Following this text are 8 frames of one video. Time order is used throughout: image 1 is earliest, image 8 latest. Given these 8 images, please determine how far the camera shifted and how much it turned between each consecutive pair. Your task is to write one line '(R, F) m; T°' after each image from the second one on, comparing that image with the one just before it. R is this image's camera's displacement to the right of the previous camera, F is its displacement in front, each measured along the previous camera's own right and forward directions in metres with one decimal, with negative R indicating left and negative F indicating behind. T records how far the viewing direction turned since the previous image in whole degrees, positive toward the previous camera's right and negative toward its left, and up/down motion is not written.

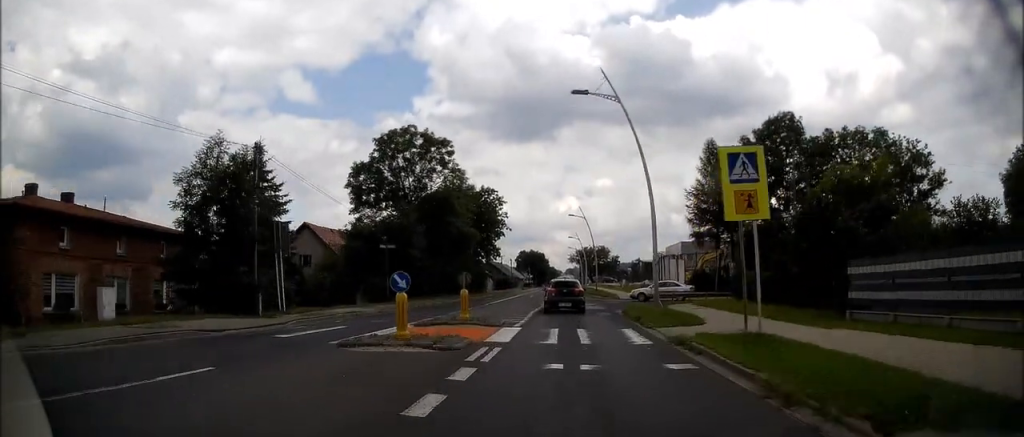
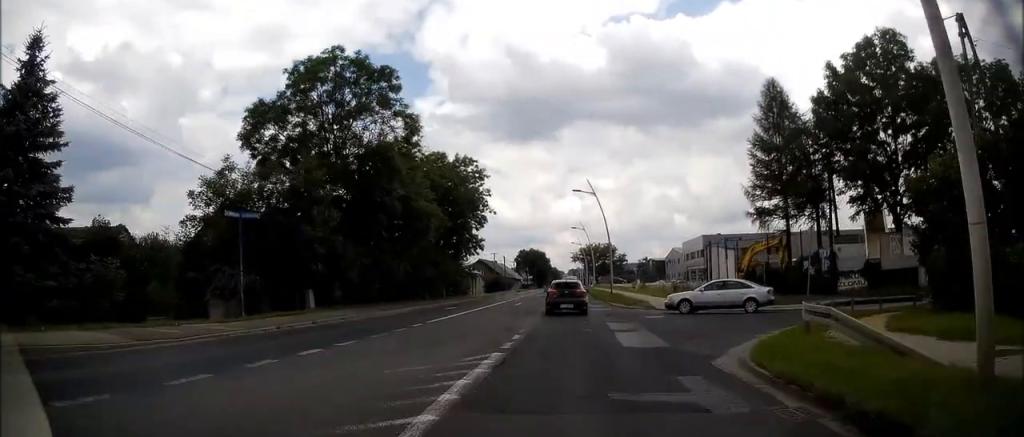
(-0.1, +18.6) m; -1°
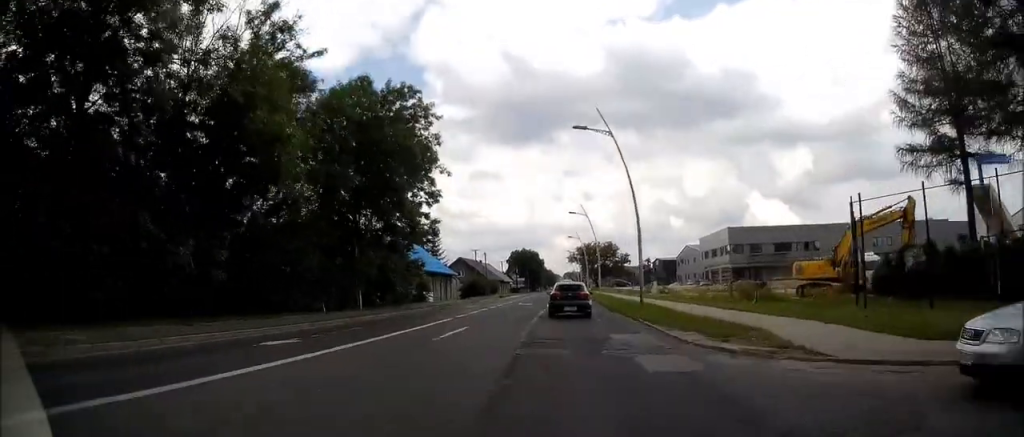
(-0.1, +20.8) m; 0°
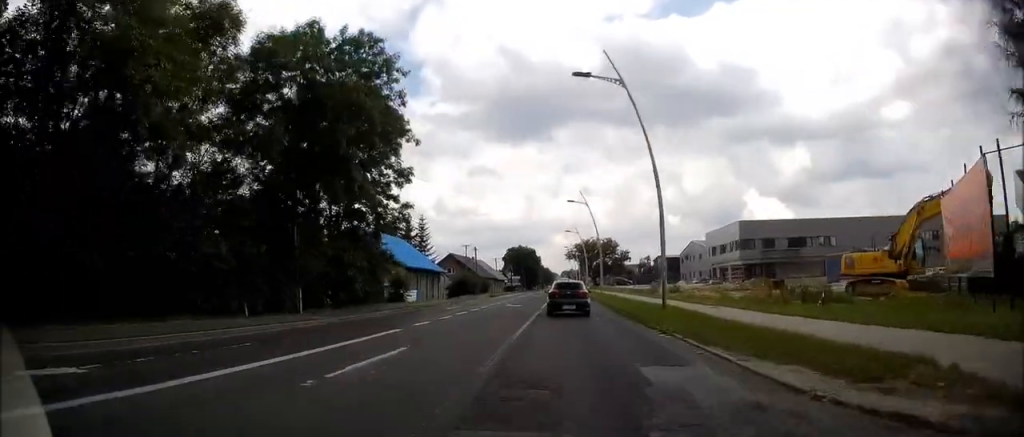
(0.0, +7.1) m; 0°
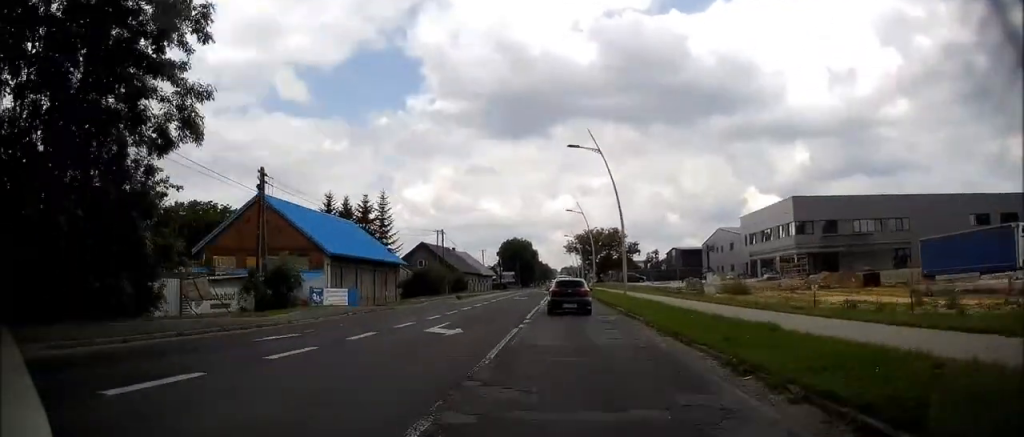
(+0.1, +21.0) m; -1°
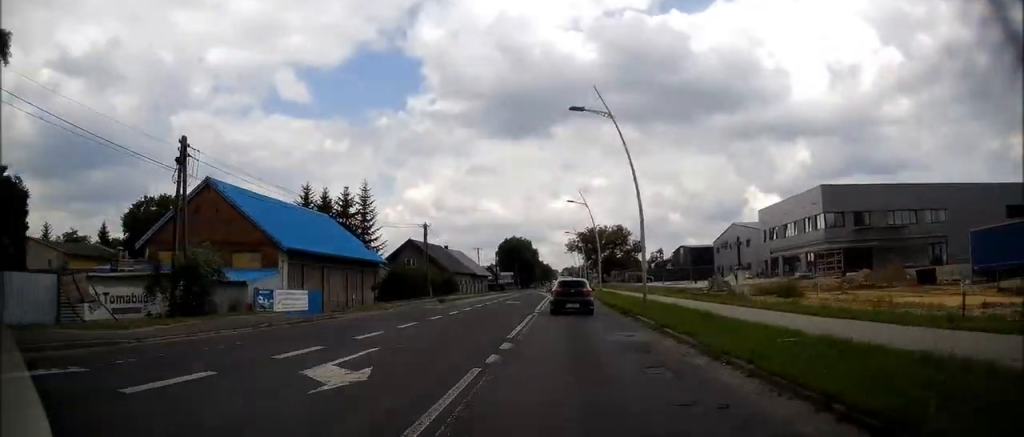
(0.0, +7.5) m; 0°
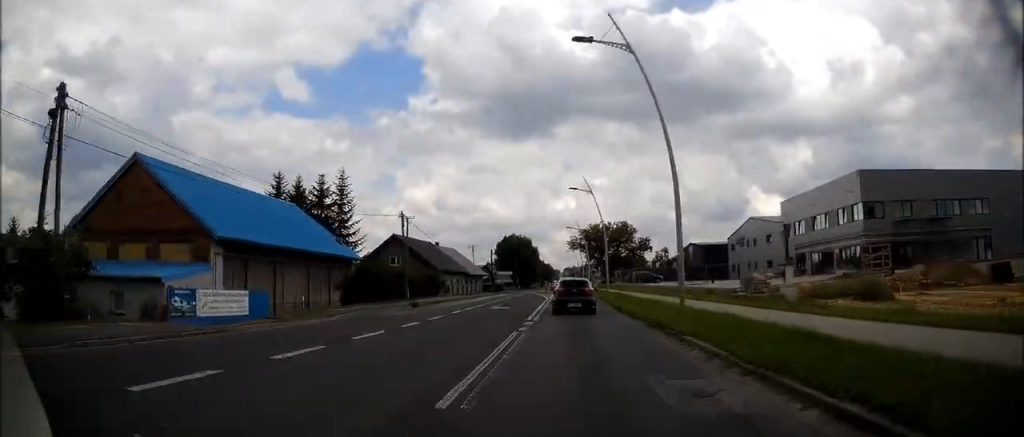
(0.0, +7.9) m; 0°
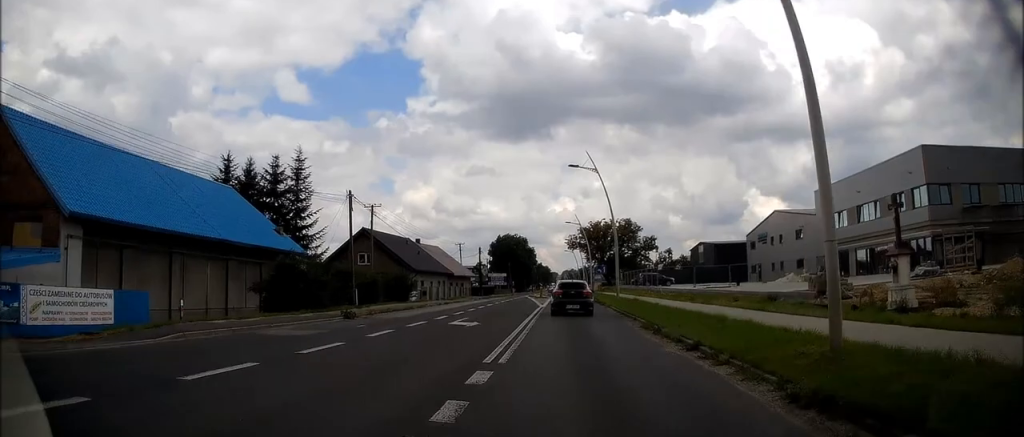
(0.0, +10.5) m; 0°
